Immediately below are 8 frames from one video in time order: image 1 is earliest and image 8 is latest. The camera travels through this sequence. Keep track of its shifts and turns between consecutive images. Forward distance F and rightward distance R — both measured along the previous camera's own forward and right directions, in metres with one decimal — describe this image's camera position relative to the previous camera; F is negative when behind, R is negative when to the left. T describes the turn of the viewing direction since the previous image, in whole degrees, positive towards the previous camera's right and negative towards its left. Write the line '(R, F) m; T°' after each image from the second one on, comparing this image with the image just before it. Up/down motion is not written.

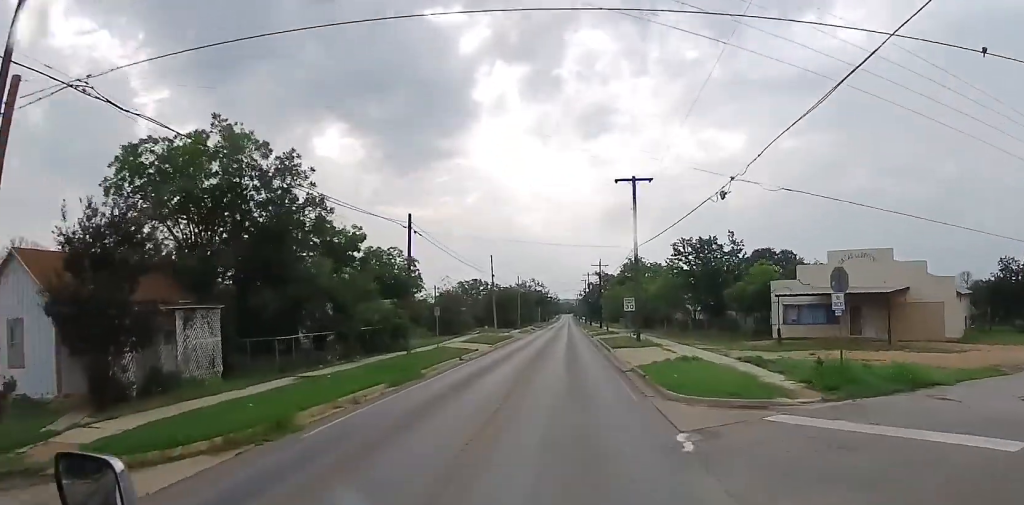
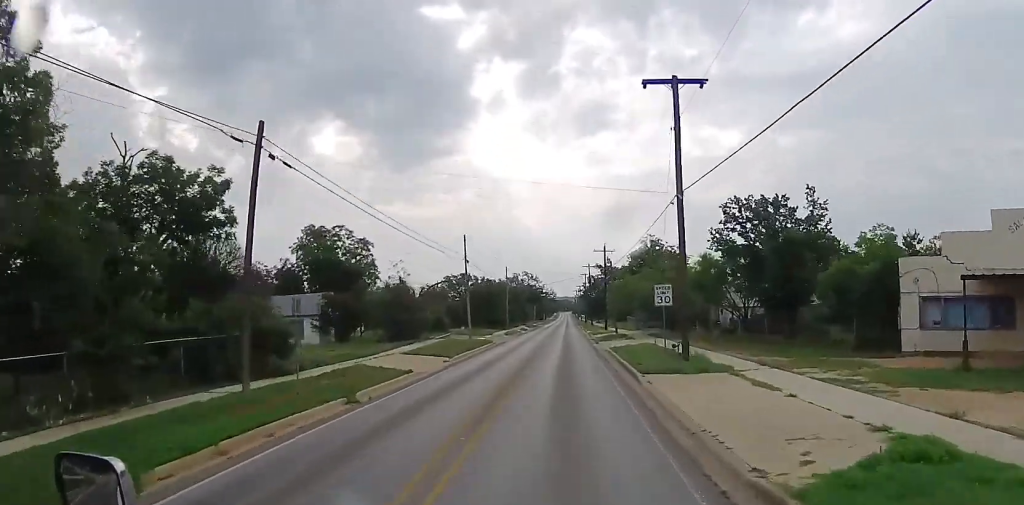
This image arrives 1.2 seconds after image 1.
(-0.6, +18.6) m; -3°
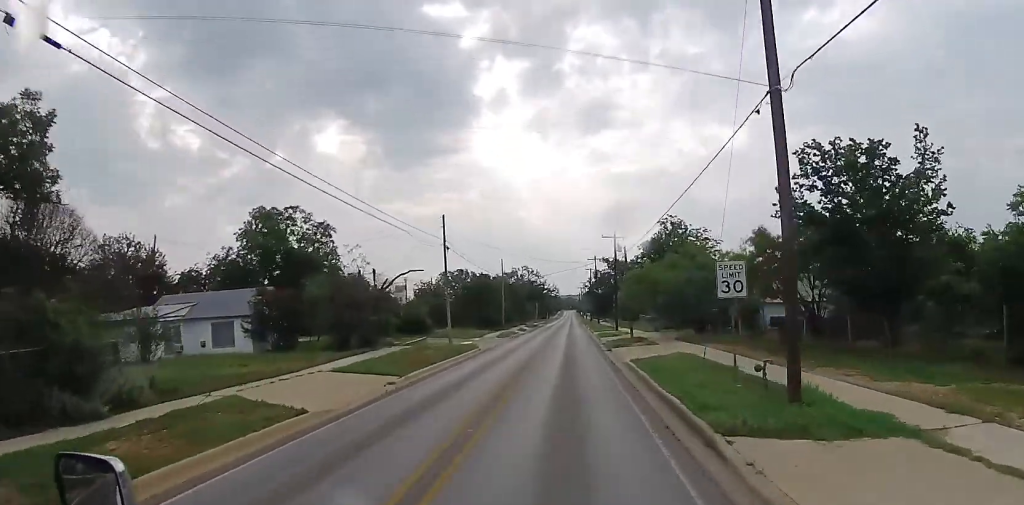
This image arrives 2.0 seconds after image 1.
(0.0, +11.6) m; 0°
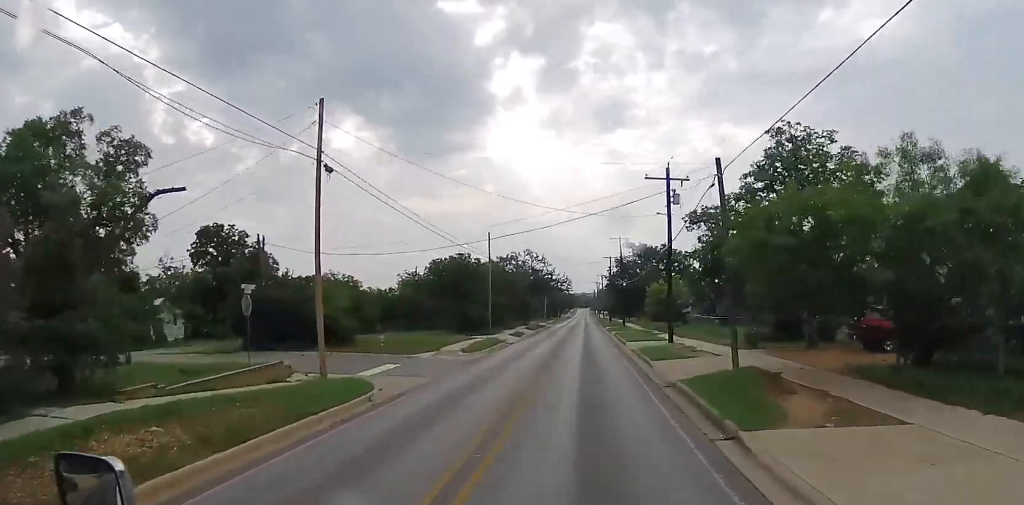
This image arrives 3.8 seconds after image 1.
(0.0, +26.9) m; -1°
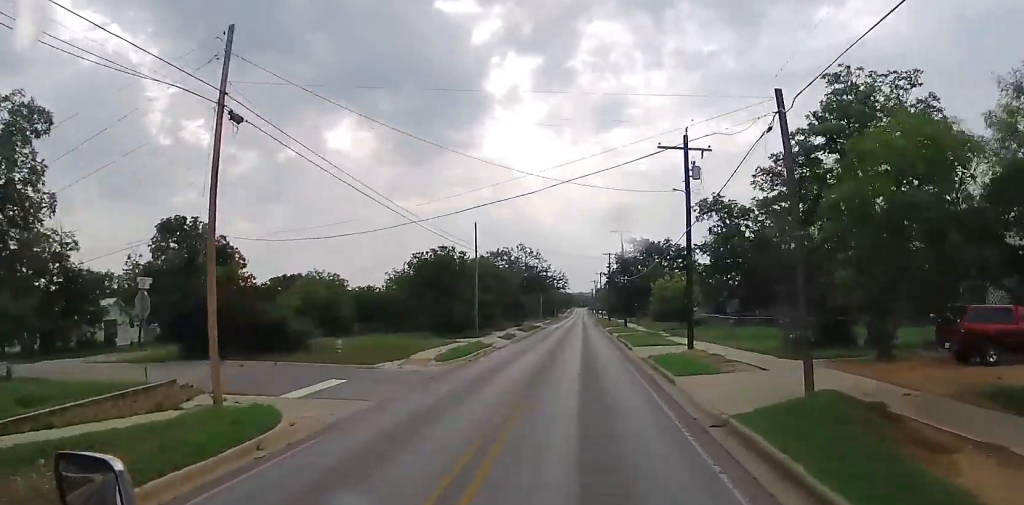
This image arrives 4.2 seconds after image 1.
(+0.1, +6.6) m; -1°
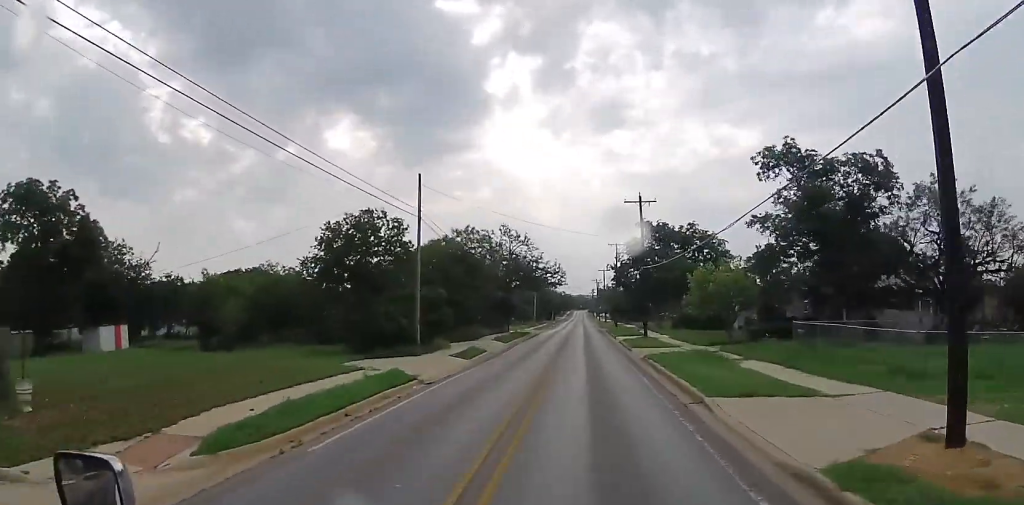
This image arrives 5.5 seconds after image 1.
(-0.4, +20.9) m; +1°
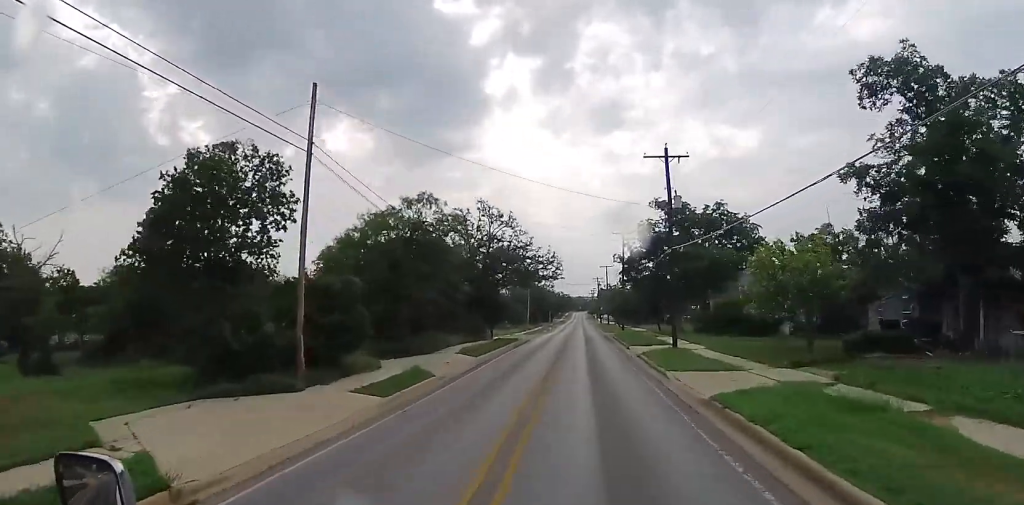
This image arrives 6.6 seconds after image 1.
(+0.4, +15.9) m; +2°
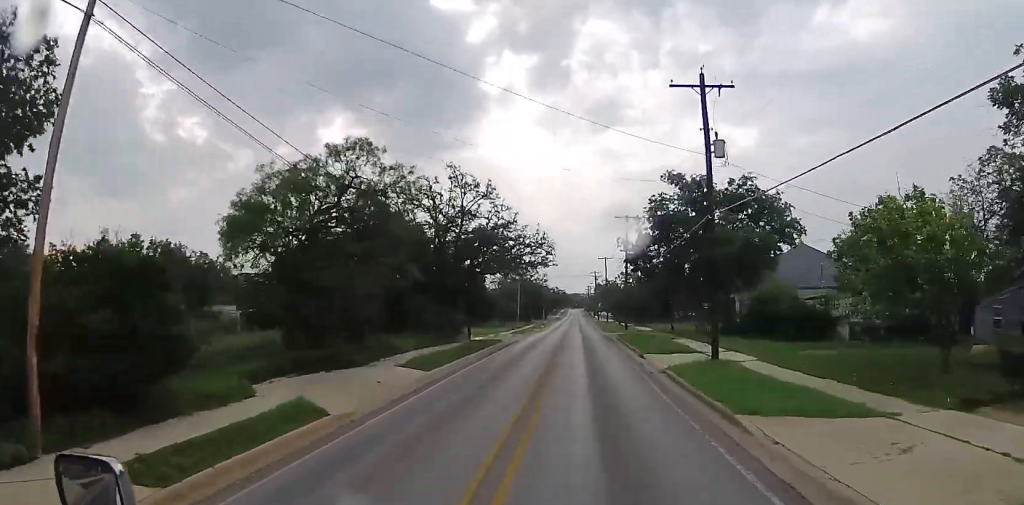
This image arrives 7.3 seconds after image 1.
(0.0, +11.4) m; +1°
